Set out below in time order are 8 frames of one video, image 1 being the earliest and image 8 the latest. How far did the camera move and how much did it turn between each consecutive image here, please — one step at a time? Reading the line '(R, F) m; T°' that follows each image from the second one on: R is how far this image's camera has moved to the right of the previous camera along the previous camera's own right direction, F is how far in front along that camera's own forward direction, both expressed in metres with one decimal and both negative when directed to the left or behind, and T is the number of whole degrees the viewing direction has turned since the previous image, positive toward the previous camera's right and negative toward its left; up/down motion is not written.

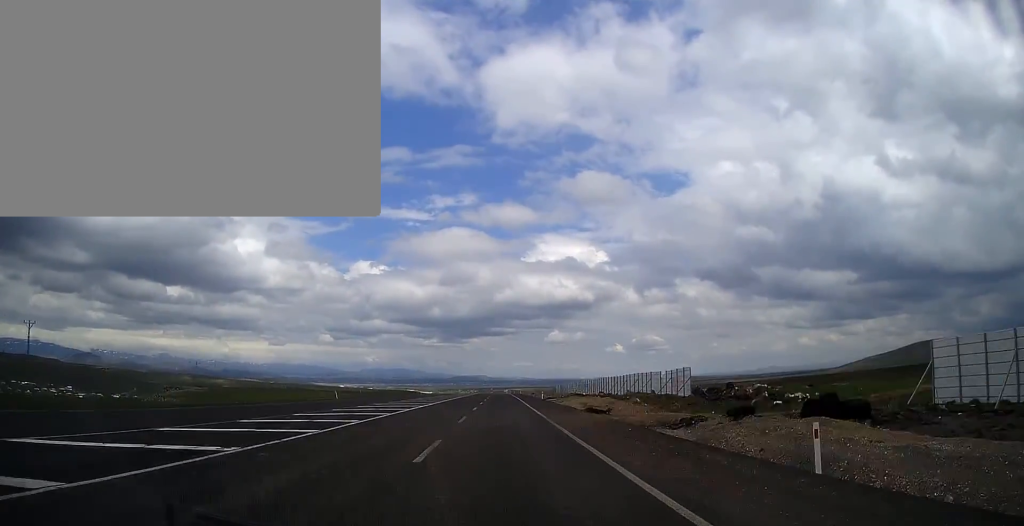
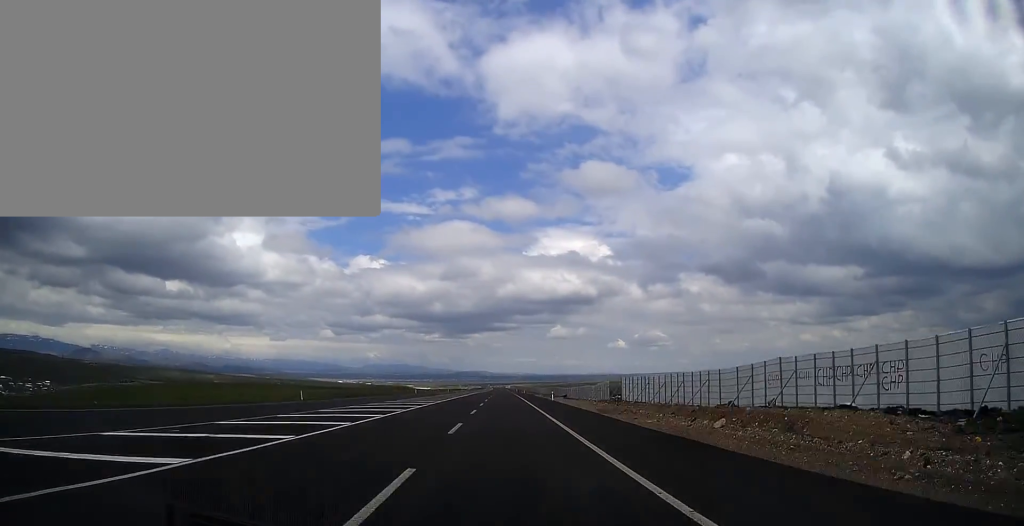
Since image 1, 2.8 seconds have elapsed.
(+0.1, +91.3) m; 0°
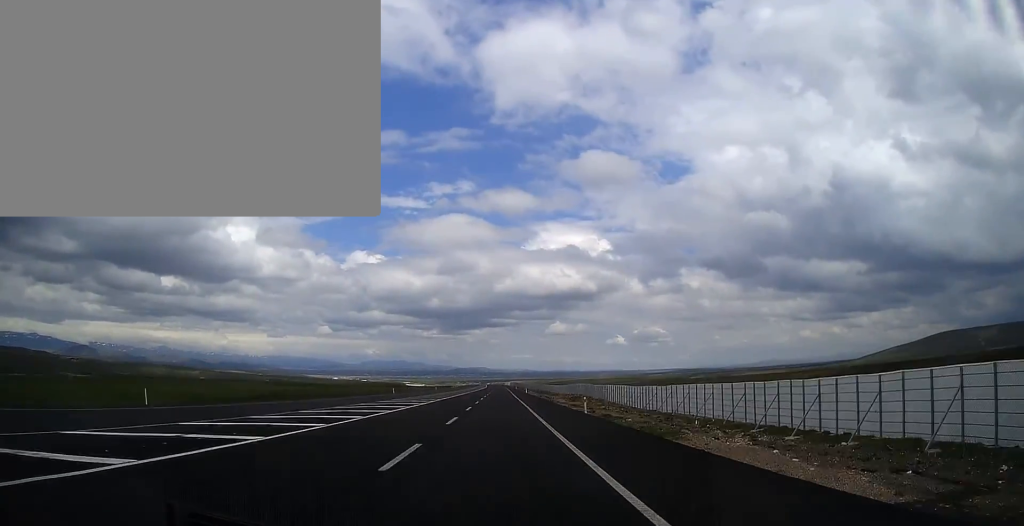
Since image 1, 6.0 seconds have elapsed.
(-0.1, +101.4) m; 0°
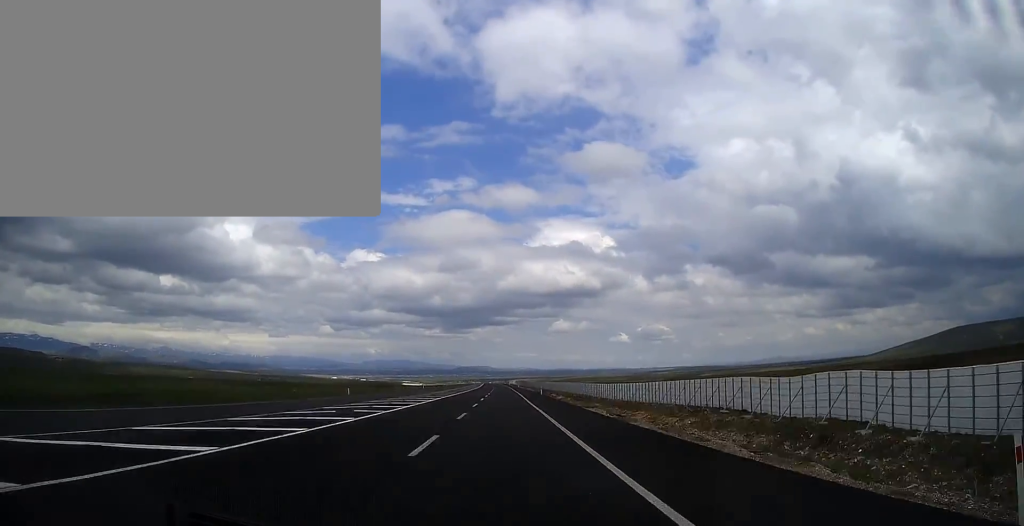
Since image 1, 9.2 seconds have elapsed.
(0.0, +103.2) m; 0°
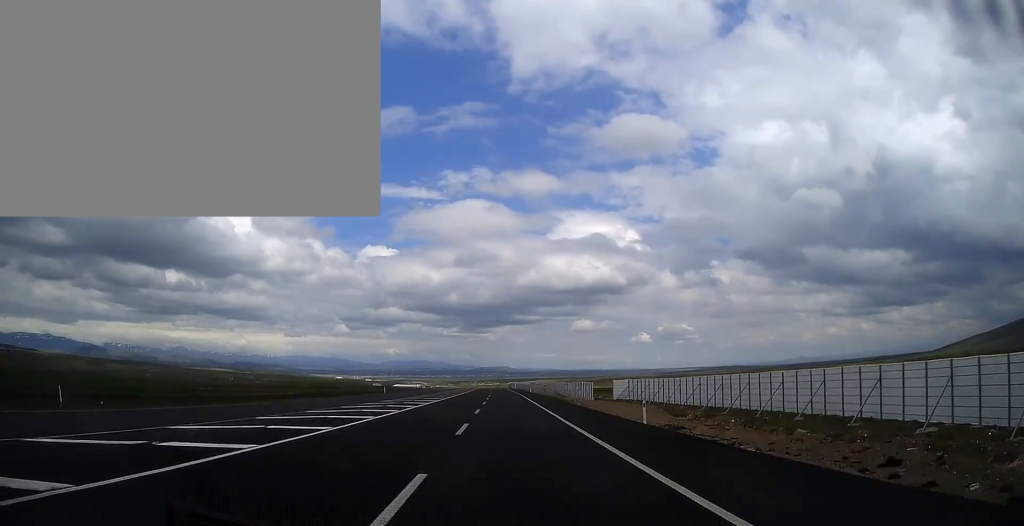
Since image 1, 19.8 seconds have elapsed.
(-5.0, +349.3) m; -2°
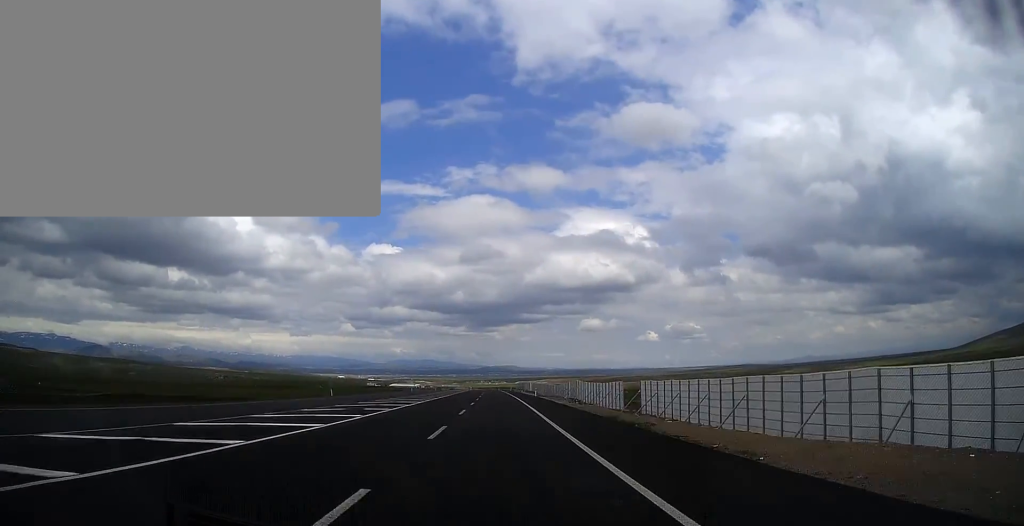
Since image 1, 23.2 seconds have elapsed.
(-1.2, +111.0) m; -1°
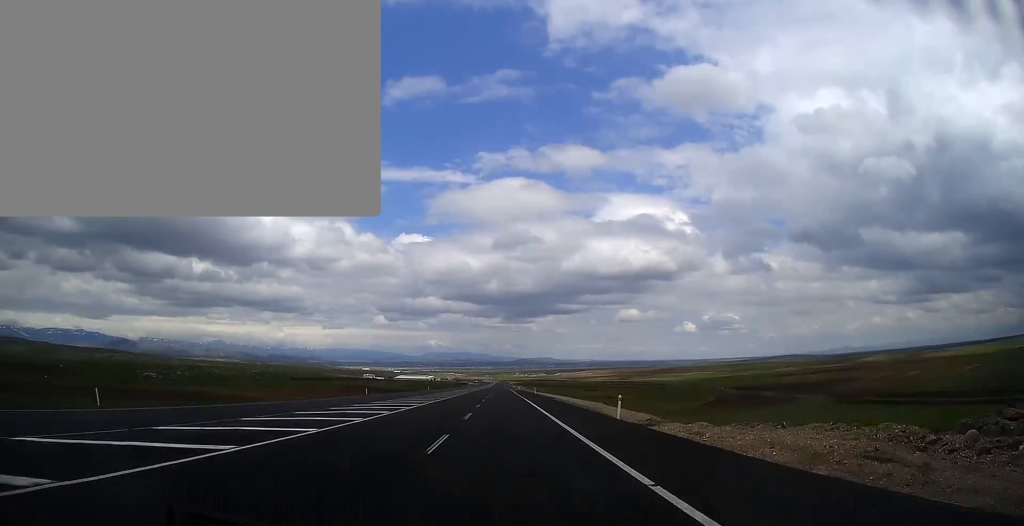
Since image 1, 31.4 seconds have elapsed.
(-7.7, +309.0) m; -2°
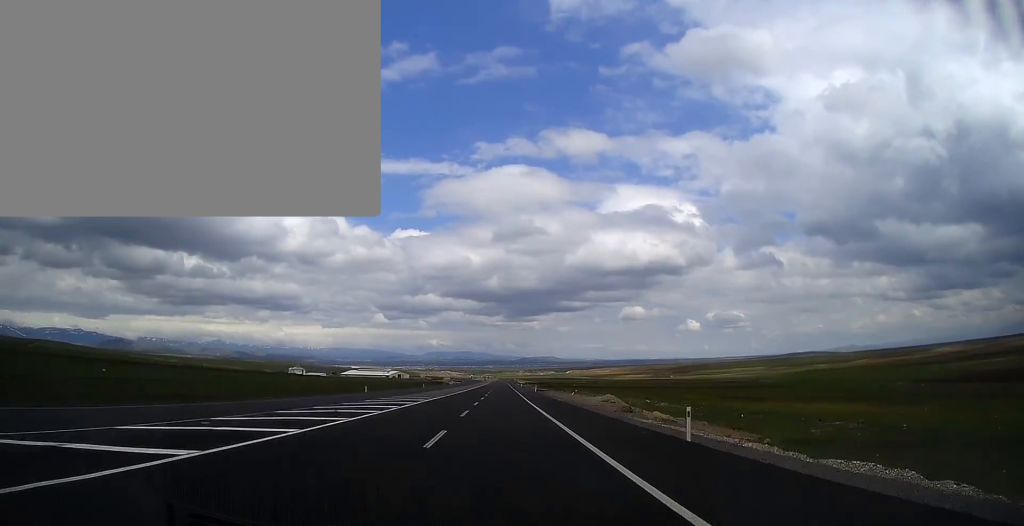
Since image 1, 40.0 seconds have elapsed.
(-0.4, +377.9) m; 0°
